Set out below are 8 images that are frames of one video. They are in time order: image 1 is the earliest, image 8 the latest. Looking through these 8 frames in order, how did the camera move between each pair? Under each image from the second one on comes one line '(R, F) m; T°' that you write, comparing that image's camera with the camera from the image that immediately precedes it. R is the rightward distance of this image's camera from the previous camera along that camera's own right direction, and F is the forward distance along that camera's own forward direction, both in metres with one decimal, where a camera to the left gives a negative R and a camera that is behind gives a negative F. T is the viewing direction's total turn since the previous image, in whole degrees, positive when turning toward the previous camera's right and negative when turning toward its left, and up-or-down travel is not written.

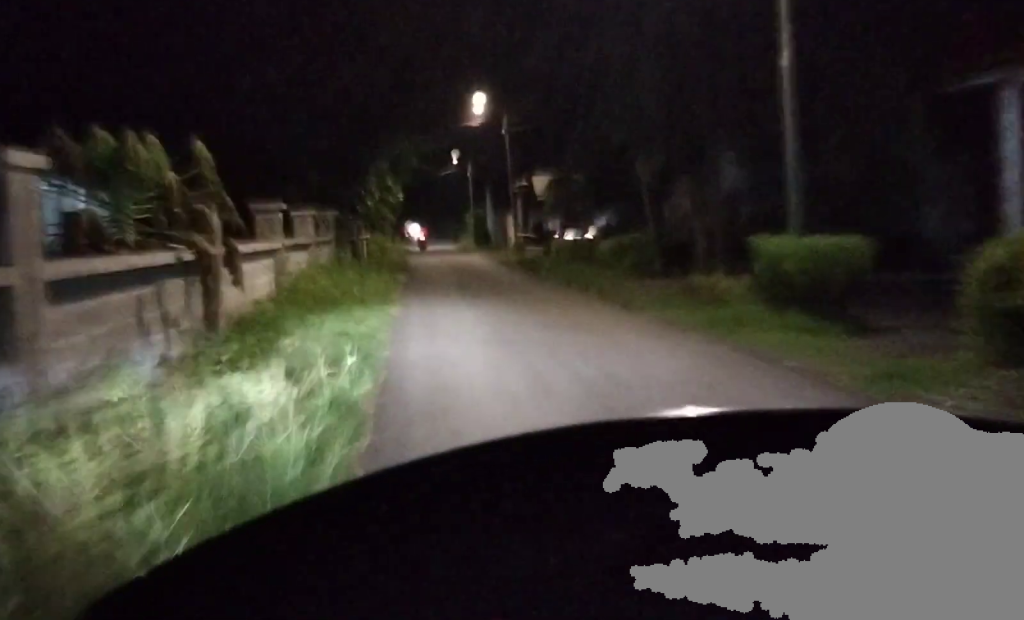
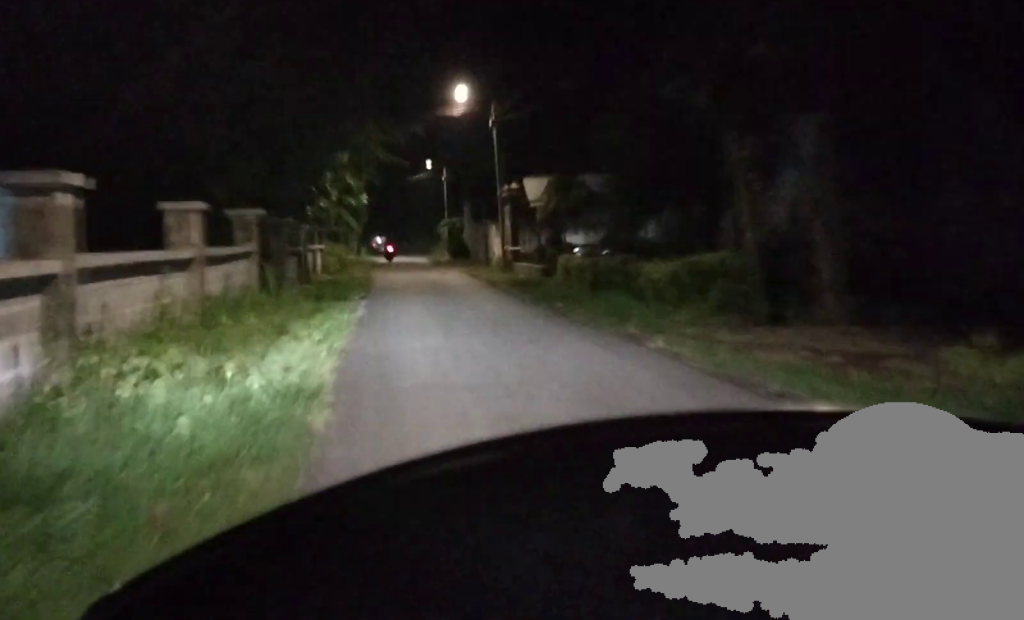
(0.0, +6.6) m; +2°
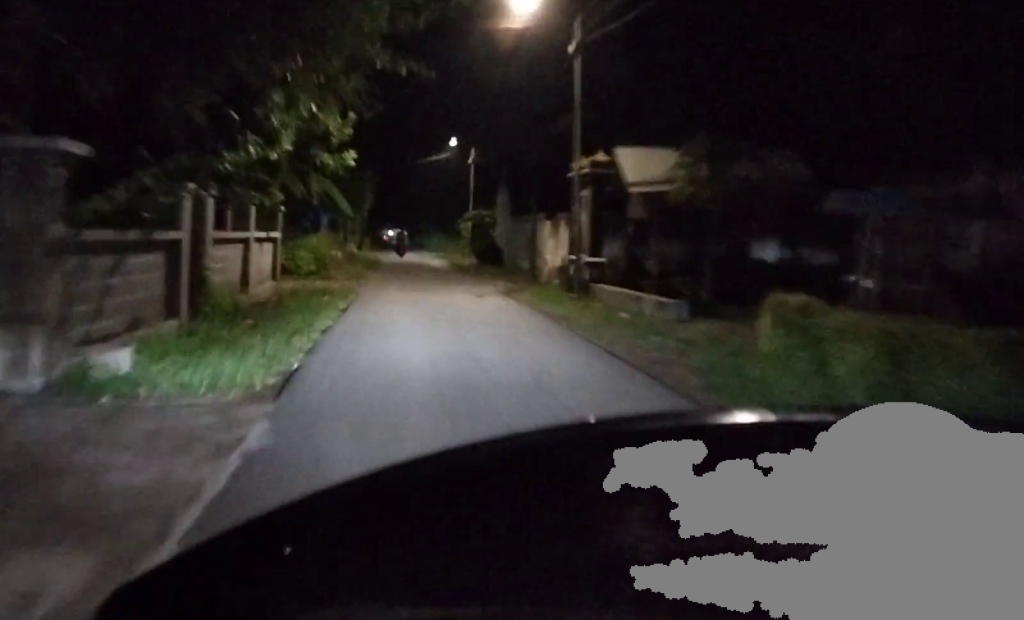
(+0.3, +12.9) m; 0°
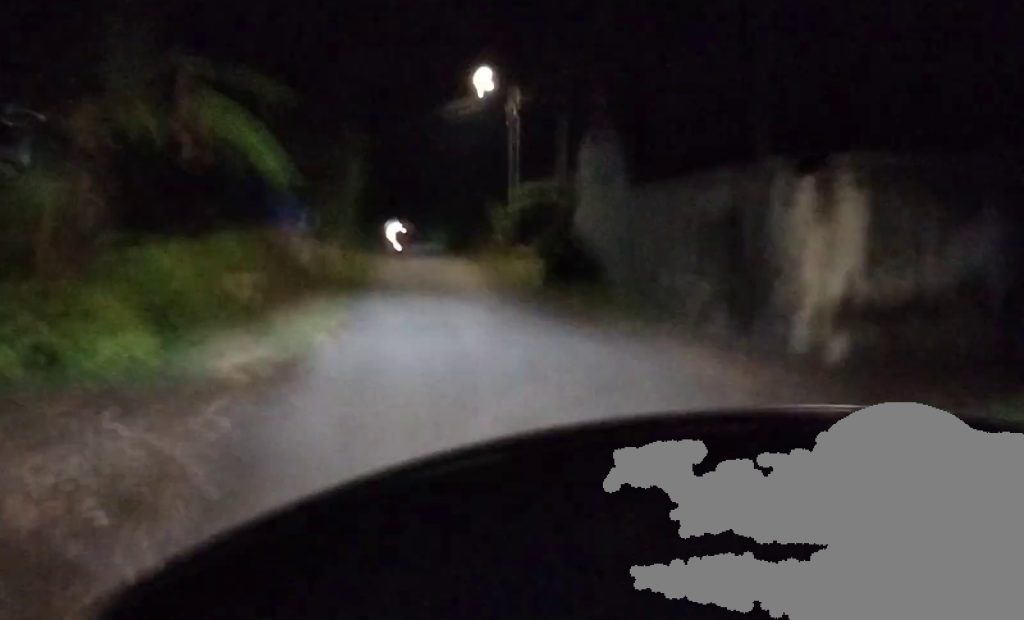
(+0.2, +16.9) m; +1°
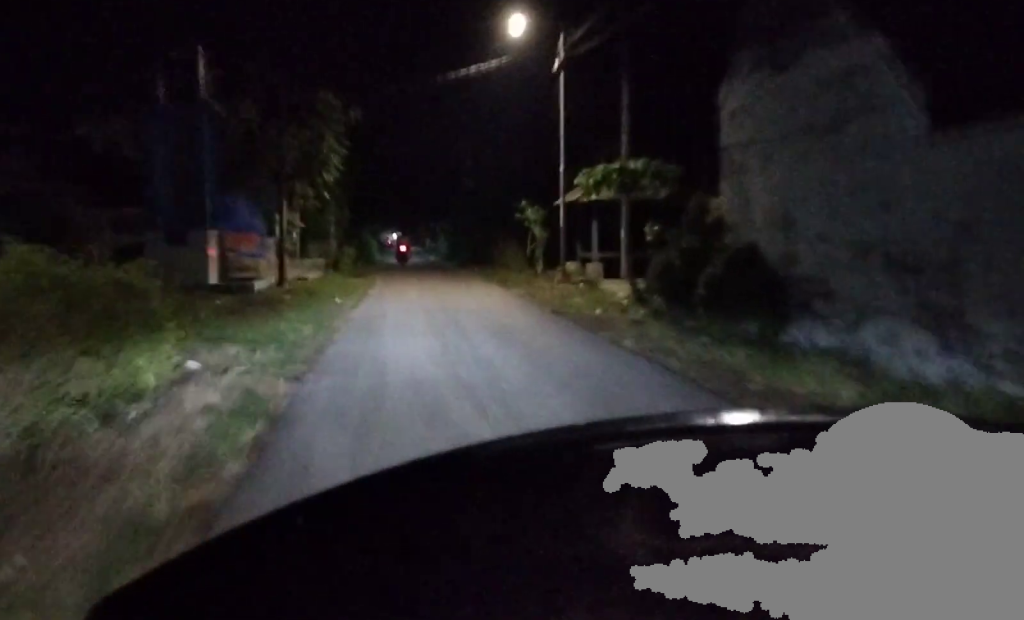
(-0.4, +10.1) m; -3°
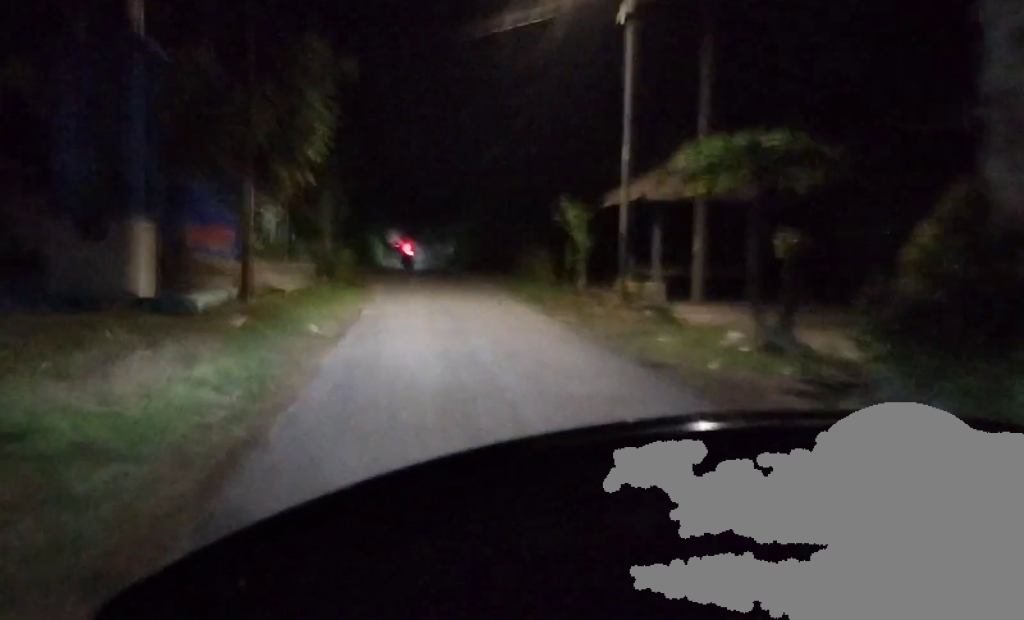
(0.0, +5.8) m; 0°
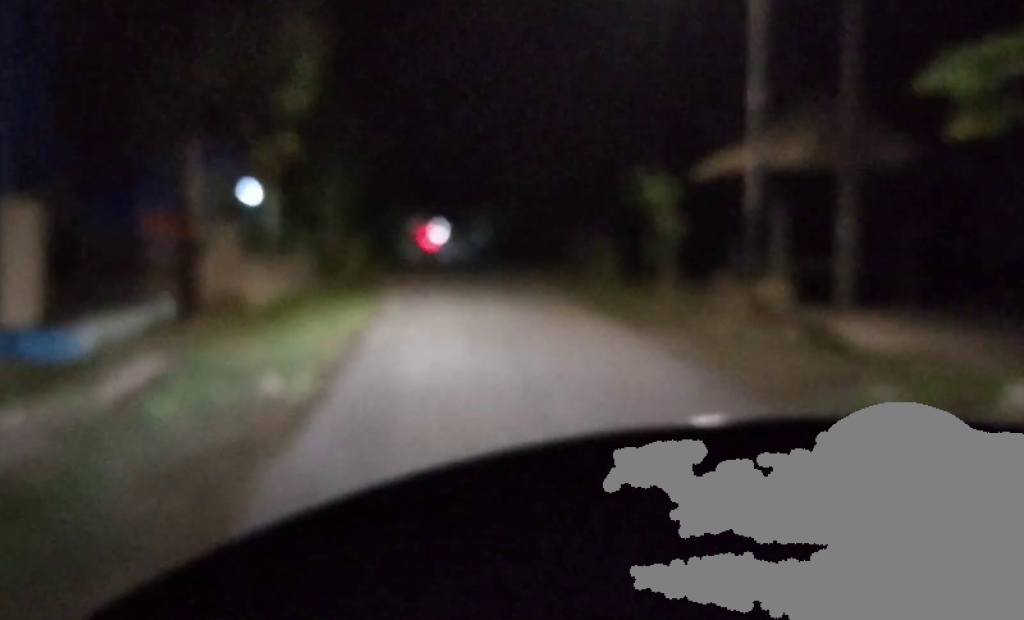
(0.0, +4.6) m; 0°
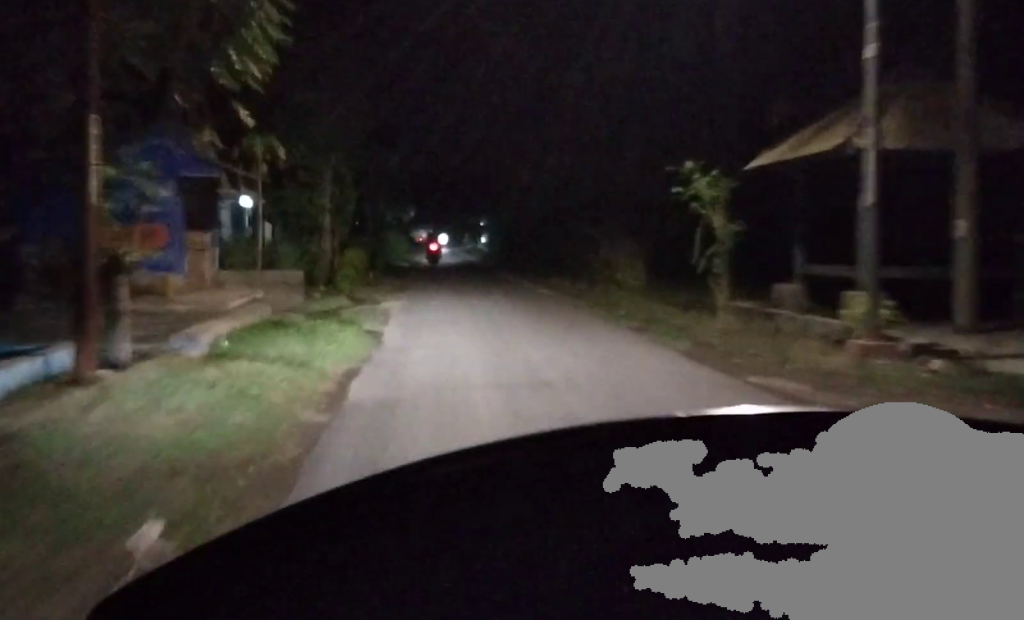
(0.0, +4.0) m; 0°
